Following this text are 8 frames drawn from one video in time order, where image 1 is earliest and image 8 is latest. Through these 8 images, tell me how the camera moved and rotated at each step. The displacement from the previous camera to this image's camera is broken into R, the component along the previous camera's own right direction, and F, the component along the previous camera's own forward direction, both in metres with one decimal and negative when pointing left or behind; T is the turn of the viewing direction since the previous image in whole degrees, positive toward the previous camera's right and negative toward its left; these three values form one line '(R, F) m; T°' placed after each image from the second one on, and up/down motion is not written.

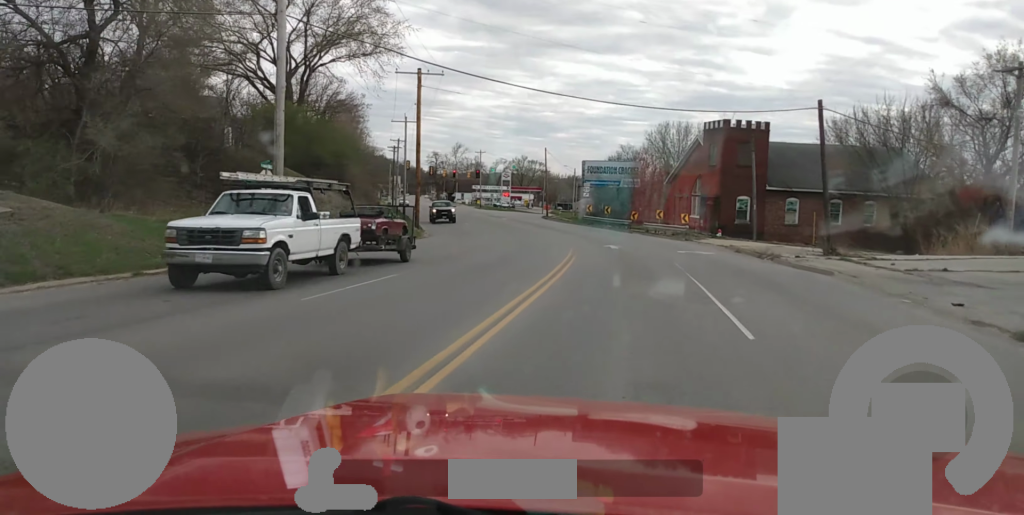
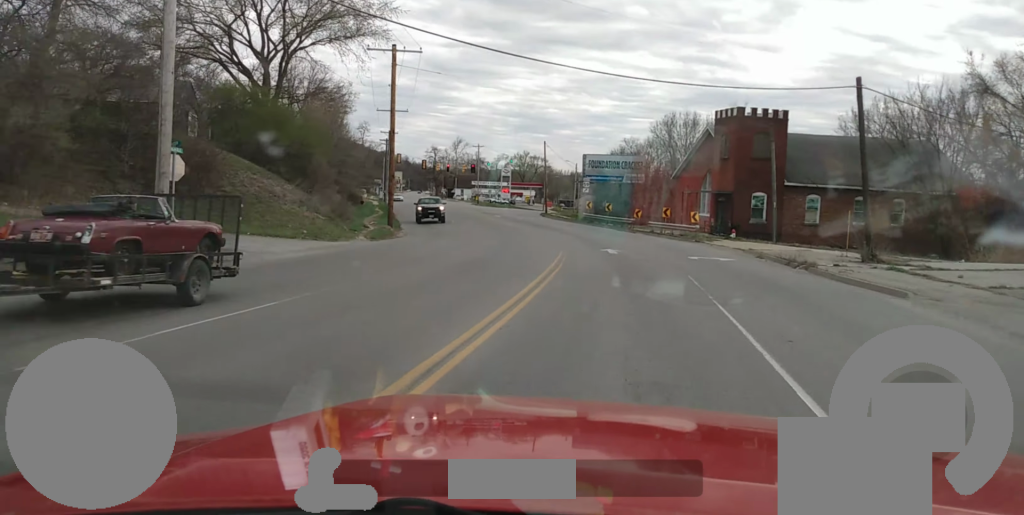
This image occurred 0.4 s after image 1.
(-0.3, +6.5) m; -1°
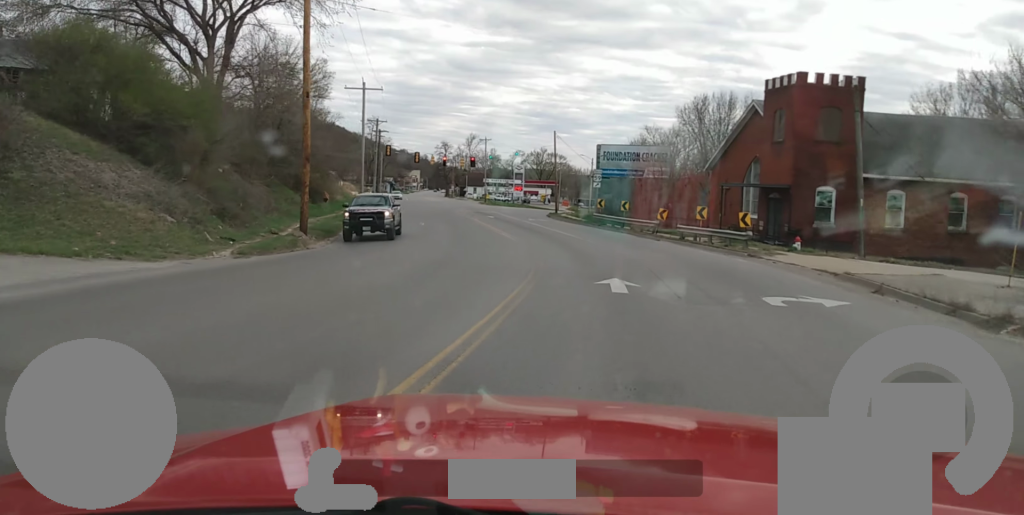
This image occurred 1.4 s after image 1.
(+0.3, +14.3) m; 0°
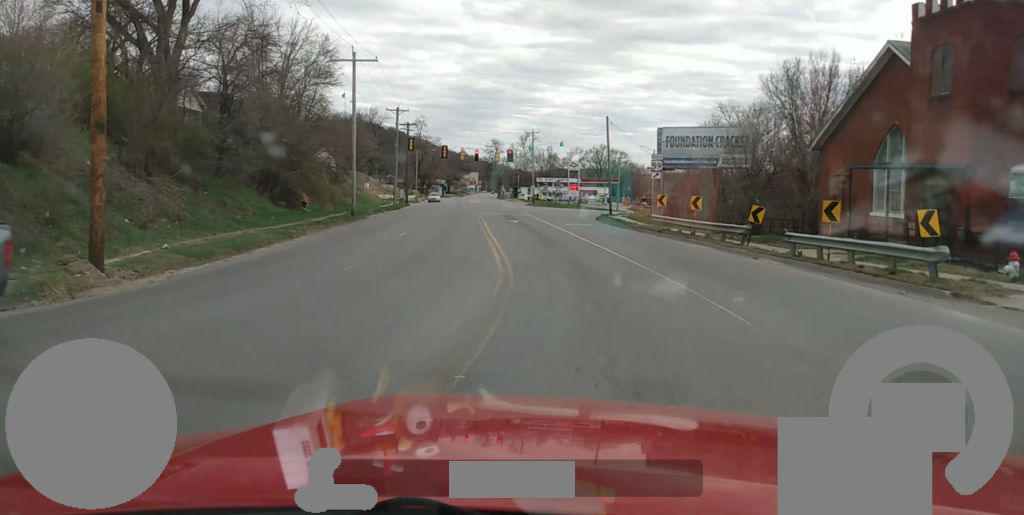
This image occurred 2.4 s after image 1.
(-0.4, +15.2) m; -2°
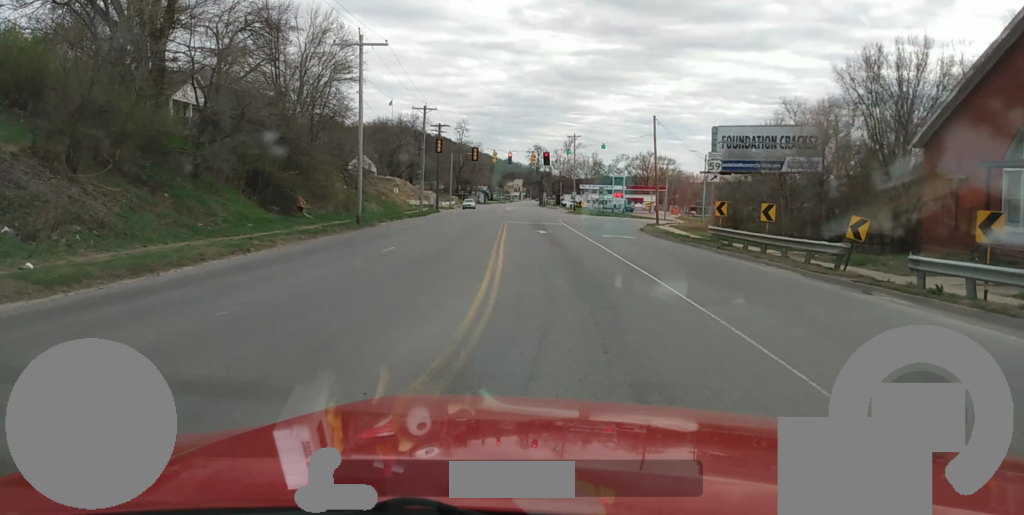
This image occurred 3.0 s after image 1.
(0.0, +7.4) m; -2°
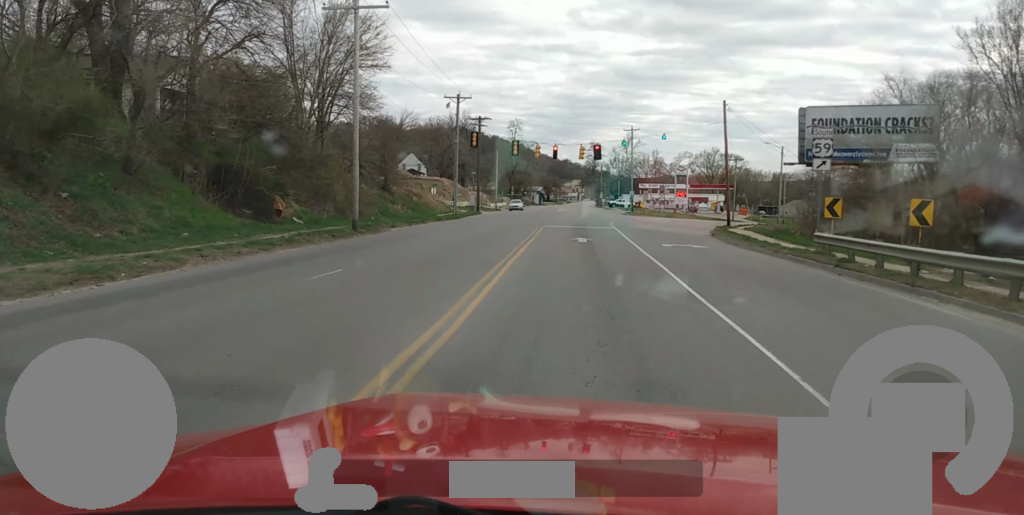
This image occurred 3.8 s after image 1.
(-0.3, +10.0) m; -4°
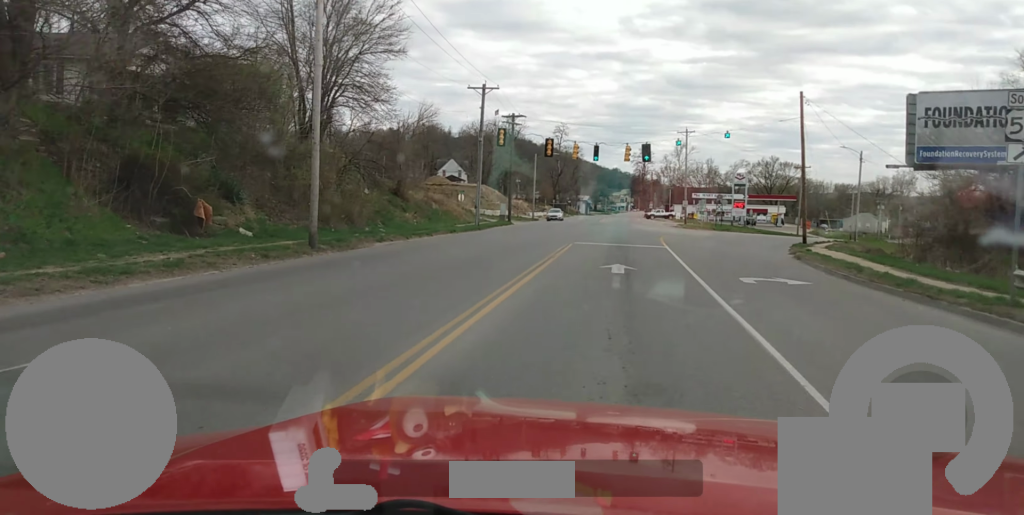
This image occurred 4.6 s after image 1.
(-0.4, +9.4) m; -5°
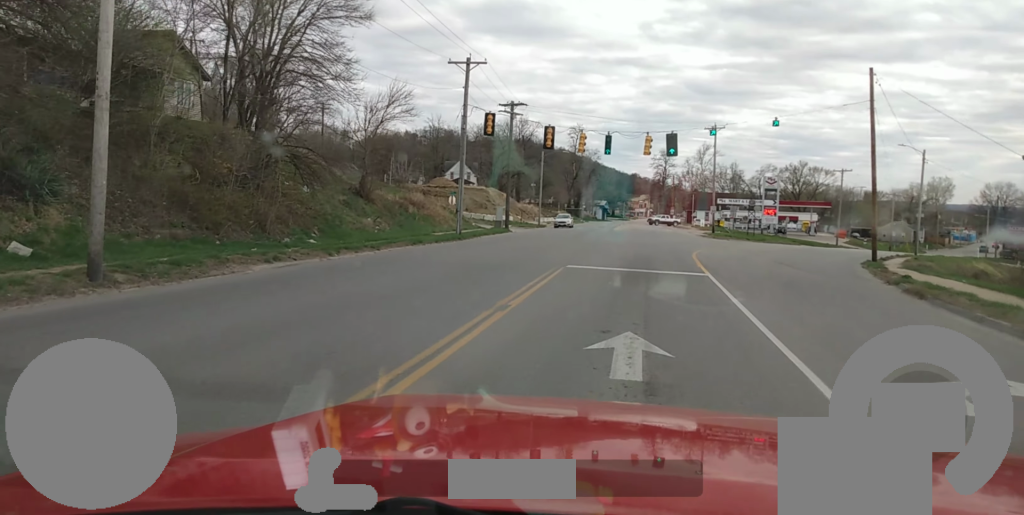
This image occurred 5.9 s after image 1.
(-0.7, +12.8) m; -4°
